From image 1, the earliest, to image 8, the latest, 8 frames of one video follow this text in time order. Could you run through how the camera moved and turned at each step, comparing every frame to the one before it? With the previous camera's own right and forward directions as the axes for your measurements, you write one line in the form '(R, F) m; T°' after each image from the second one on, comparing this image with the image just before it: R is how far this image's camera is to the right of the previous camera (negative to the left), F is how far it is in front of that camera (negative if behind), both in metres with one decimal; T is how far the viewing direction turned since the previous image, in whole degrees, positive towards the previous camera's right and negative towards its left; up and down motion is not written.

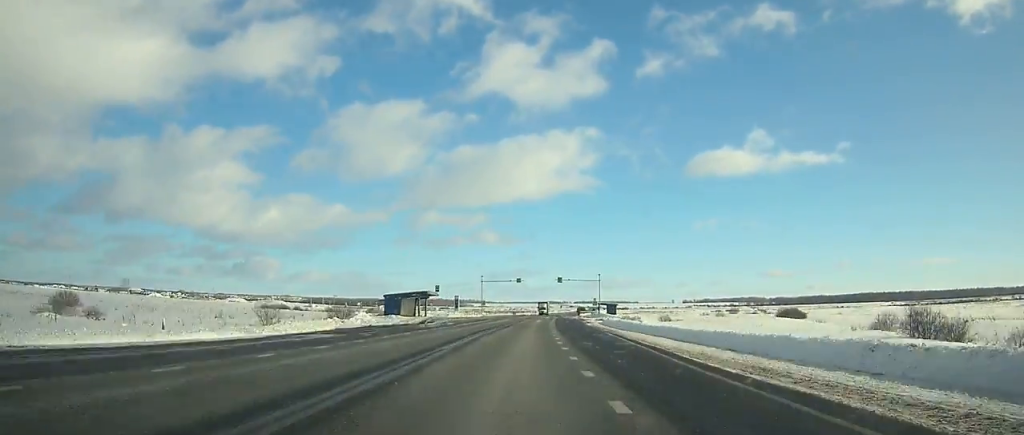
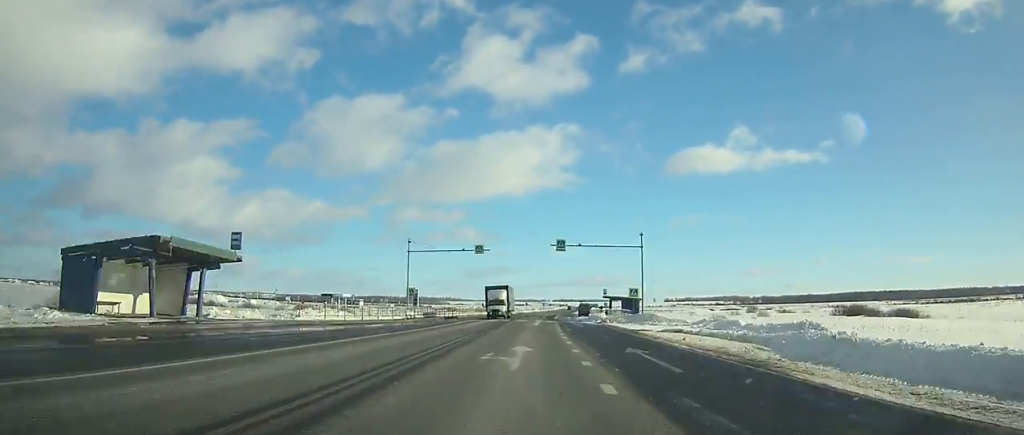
(+1.2, +53.7) m; +2°
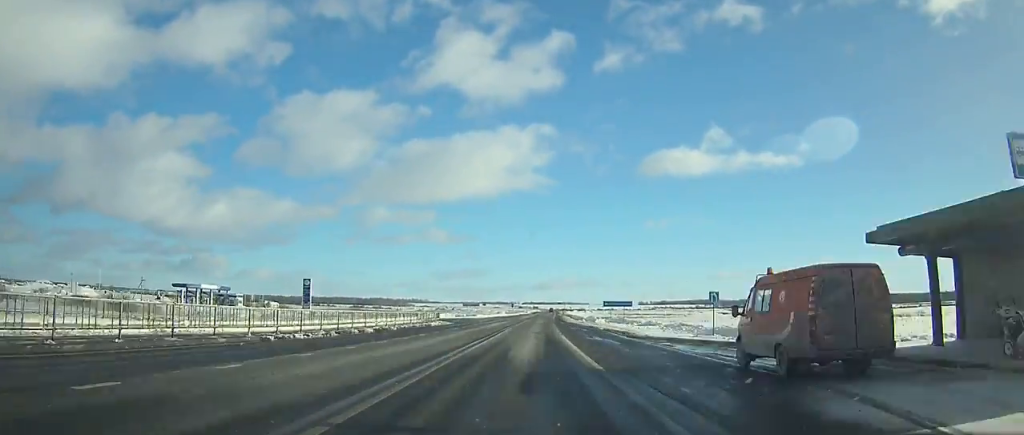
(+2.1, +88.5) m; +3°
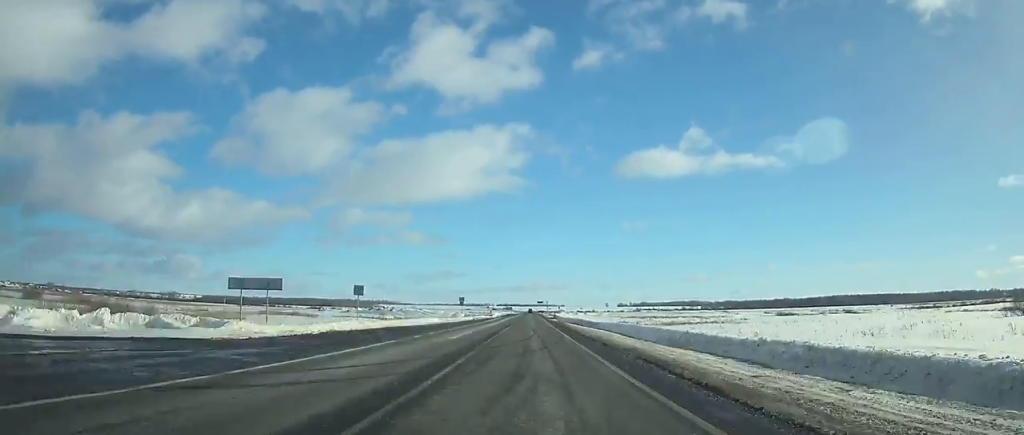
(+1.6, +90.1) m; +2°
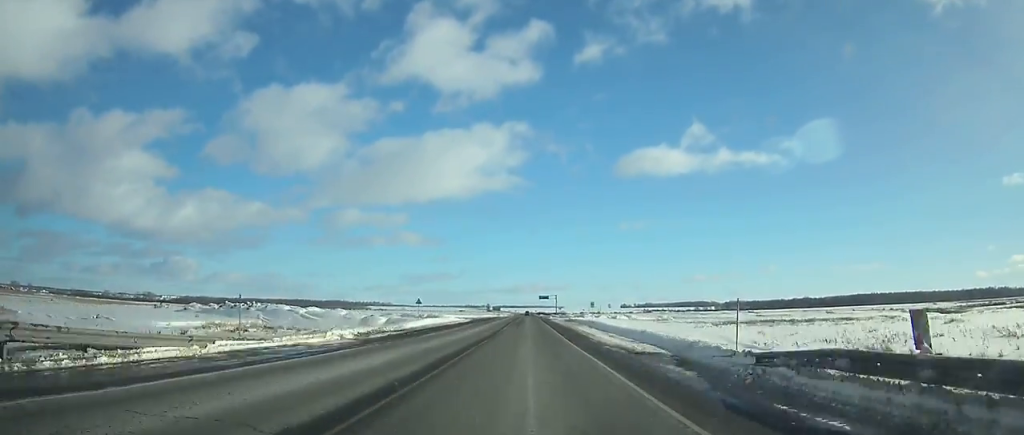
(+0.9, +119.0) m; 0°
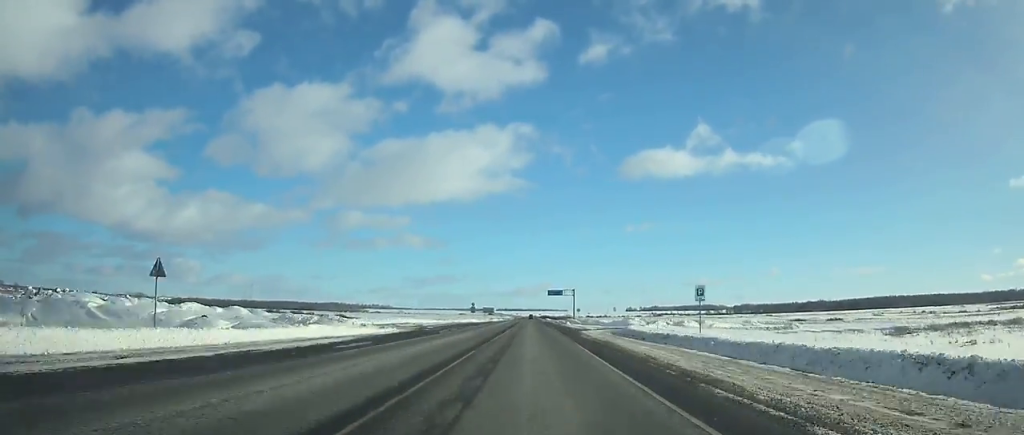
(-0.1, +56.0) m; 0°
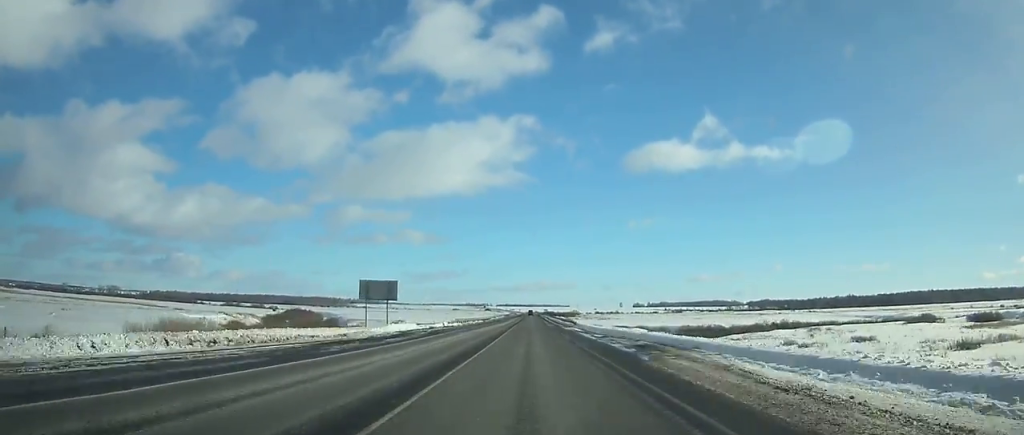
(0.0, +119.4) m; 0°
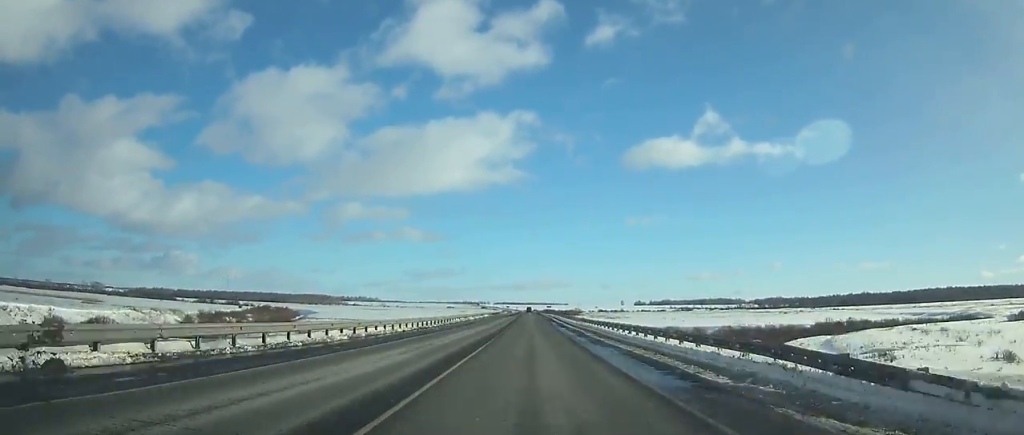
(-0.1, +55.5) m; 0°
